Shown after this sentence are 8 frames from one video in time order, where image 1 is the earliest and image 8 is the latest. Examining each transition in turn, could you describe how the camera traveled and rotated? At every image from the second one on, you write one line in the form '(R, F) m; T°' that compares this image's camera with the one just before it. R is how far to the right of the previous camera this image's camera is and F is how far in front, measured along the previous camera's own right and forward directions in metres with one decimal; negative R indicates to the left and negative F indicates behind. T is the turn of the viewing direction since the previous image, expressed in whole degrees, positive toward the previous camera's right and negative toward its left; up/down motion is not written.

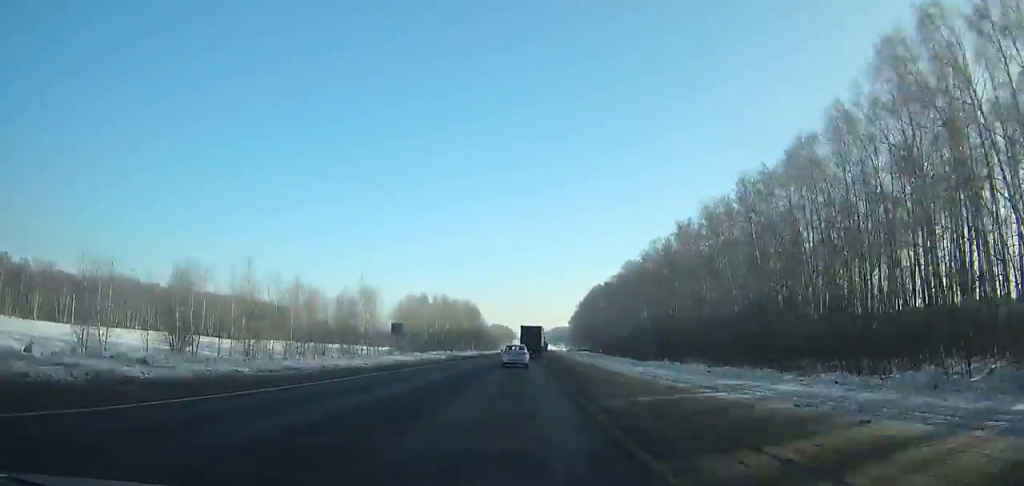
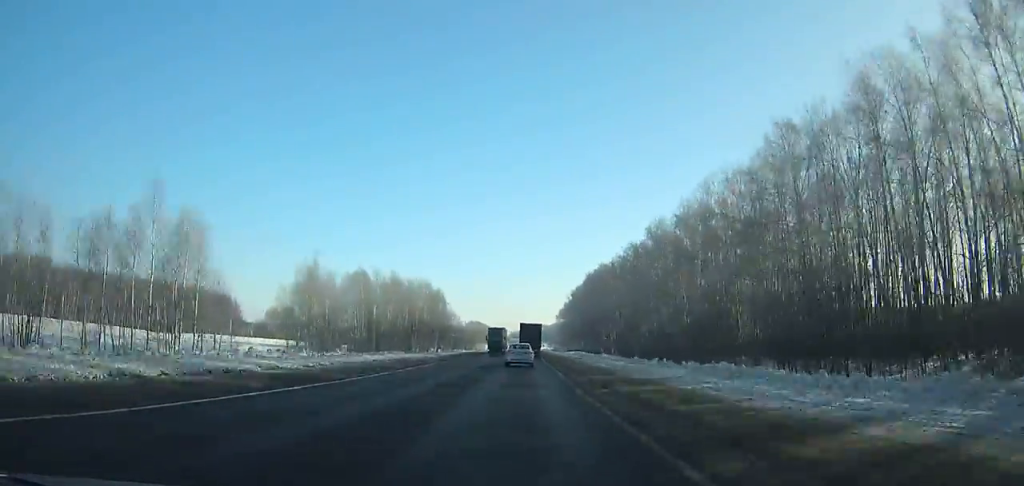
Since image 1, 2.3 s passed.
(+0.7, +53.3) m; +1°
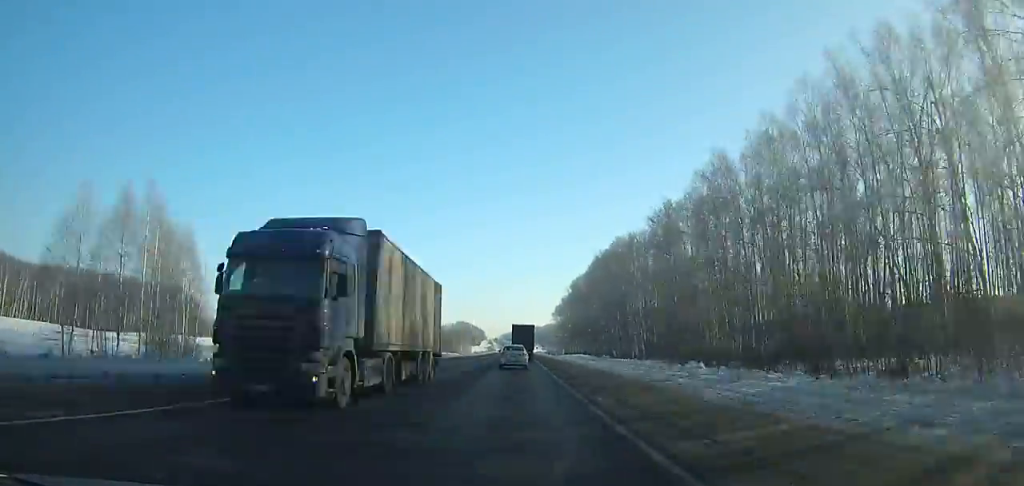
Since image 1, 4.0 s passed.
(+0.4, +39.3) m; +1°
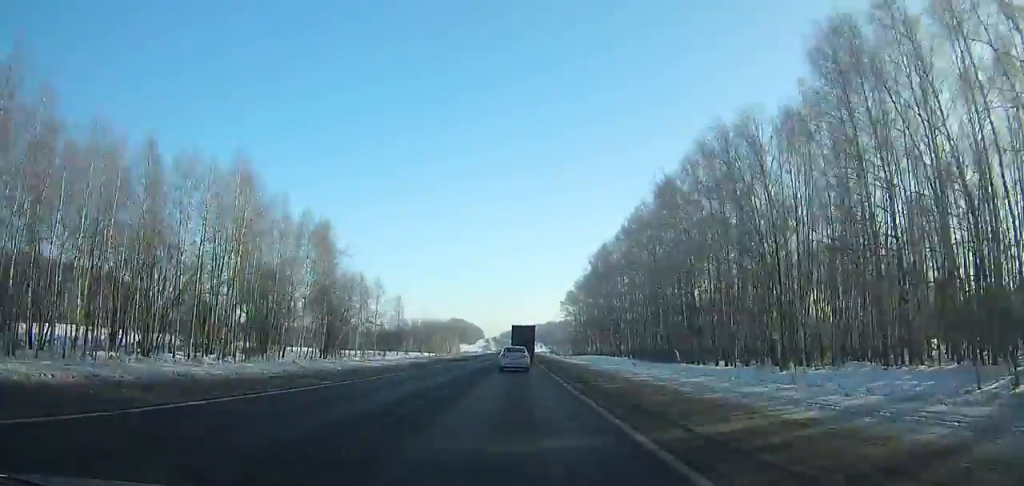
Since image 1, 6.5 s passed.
(+0.4, +57.3) m; 0°
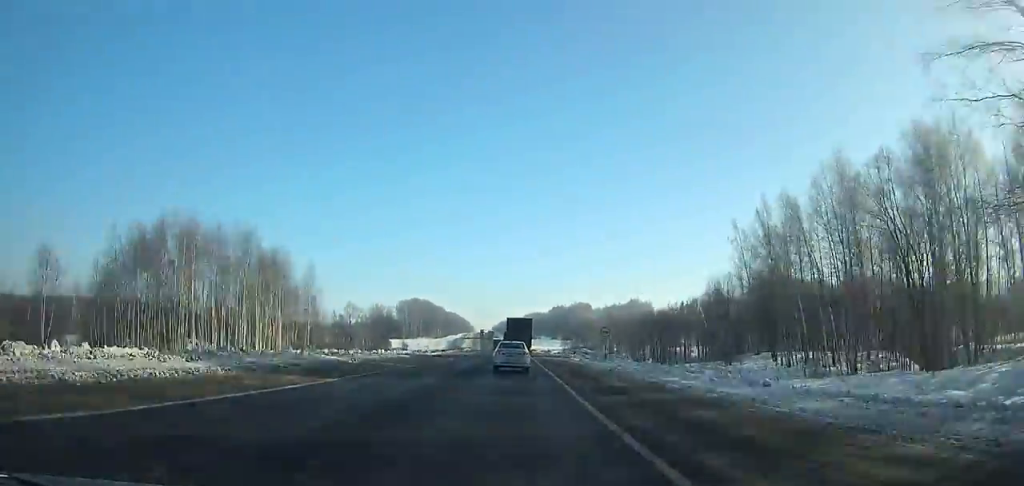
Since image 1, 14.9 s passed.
(0.0, +187.2) m; 0°
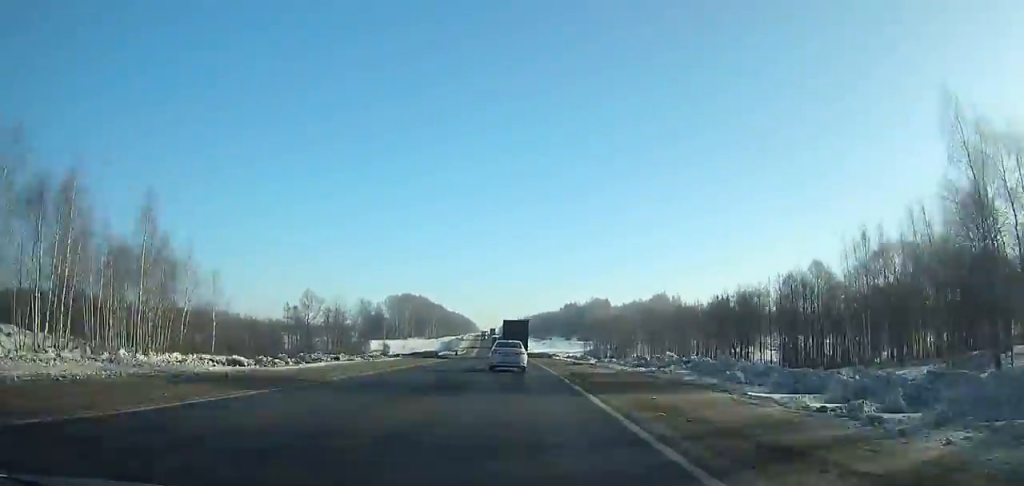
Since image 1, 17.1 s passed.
(-0.2, +47.4) m; -1°
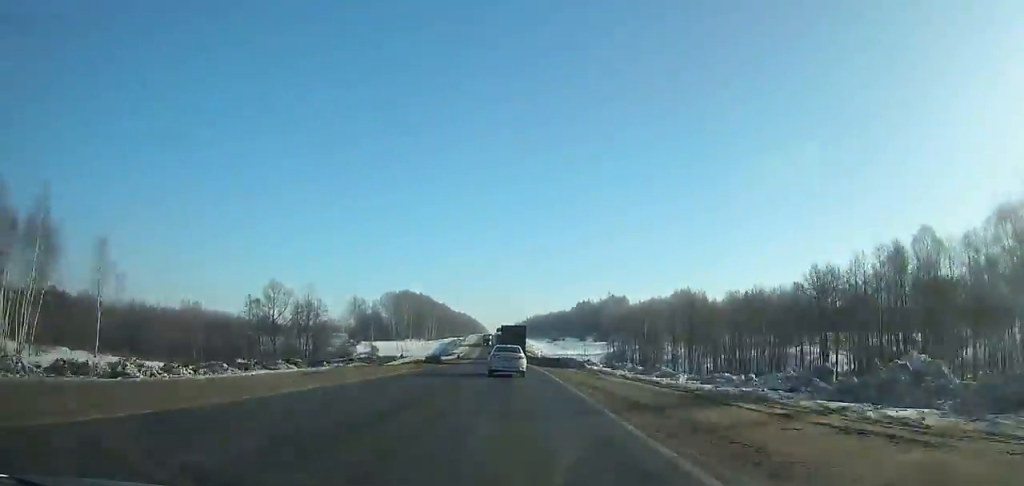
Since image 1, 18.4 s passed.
(-0.4, +27.7) m; -1°
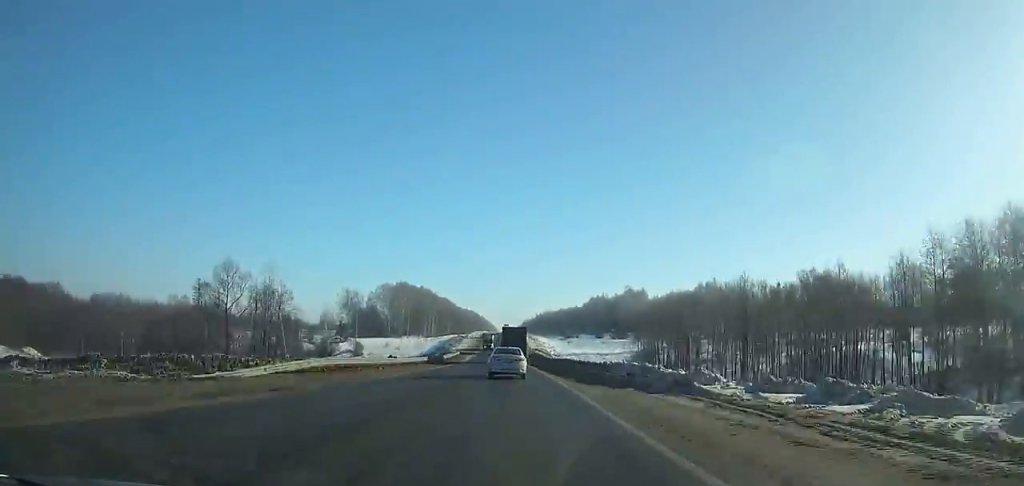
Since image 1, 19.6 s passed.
(-0.1, +25.5) m; -1°
